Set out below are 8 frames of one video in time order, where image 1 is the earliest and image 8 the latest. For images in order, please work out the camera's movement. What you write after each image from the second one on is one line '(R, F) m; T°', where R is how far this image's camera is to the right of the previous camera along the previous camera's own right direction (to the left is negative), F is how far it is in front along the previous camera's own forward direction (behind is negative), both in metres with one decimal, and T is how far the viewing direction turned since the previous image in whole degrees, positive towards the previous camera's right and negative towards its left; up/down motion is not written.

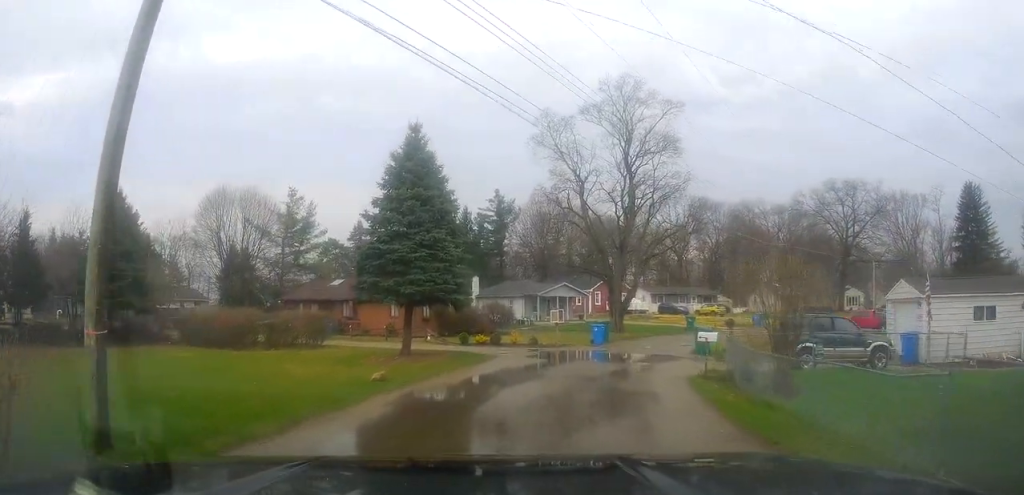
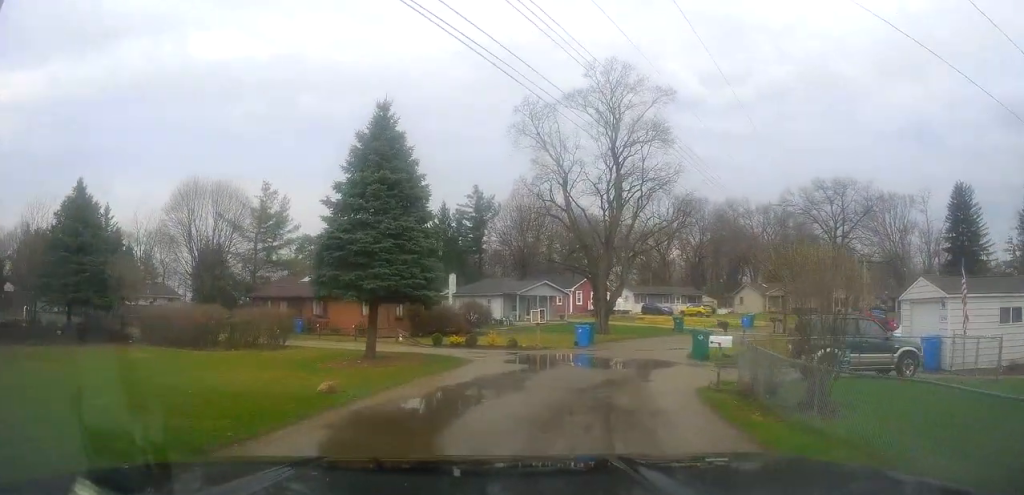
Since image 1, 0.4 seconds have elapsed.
(+0.1, +2.5) m; +3°
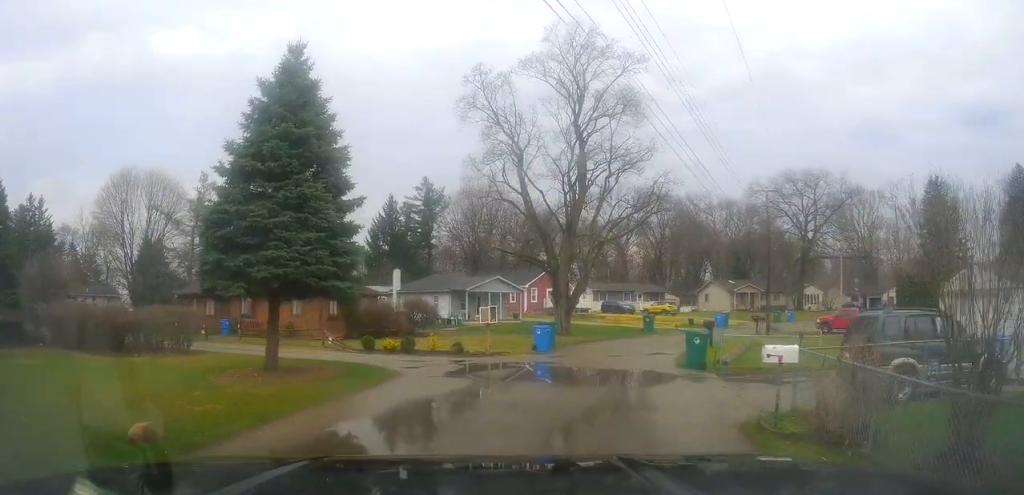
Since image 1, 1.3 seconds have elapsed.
(+0.2, +4.9) m; +5°
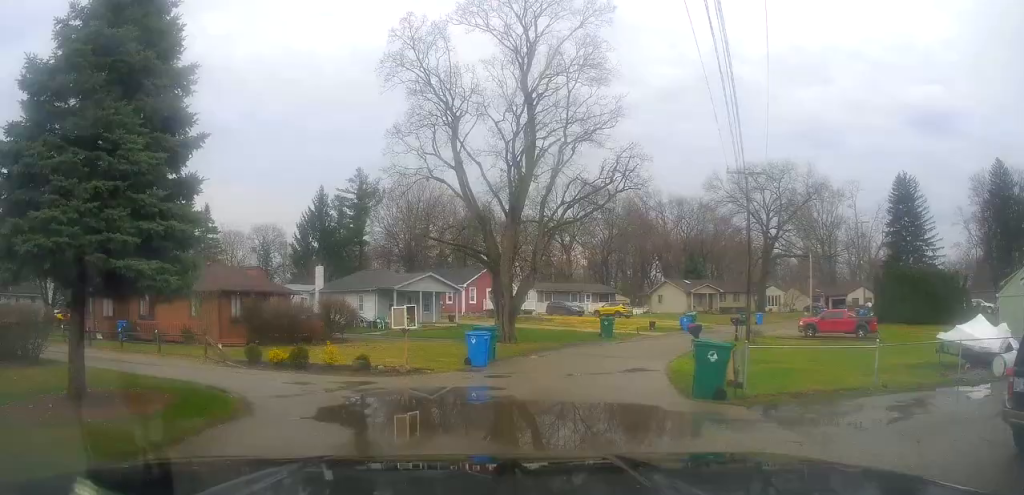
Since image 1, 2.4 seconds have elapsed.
(+0.3, +6.0) m; +4°
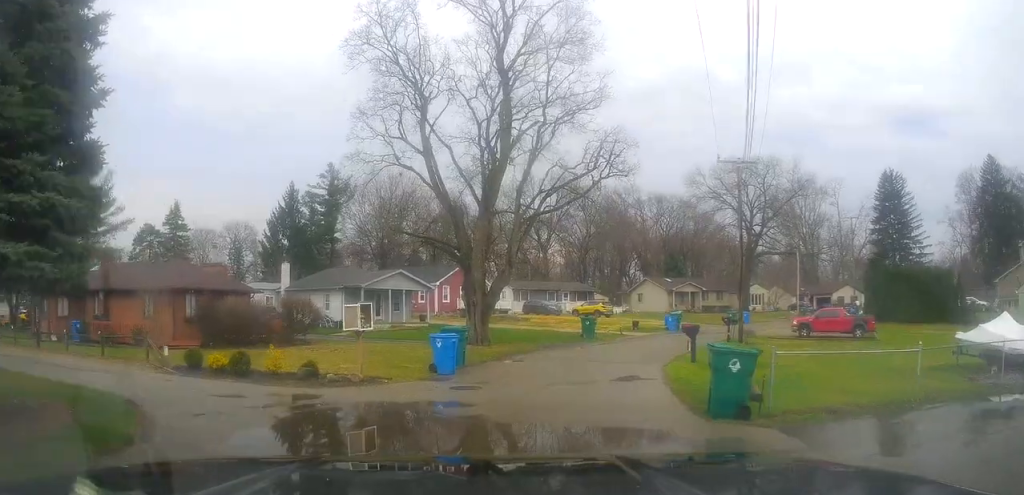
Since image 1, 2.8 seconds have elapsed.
(-0.3, +2.4) m; +4°
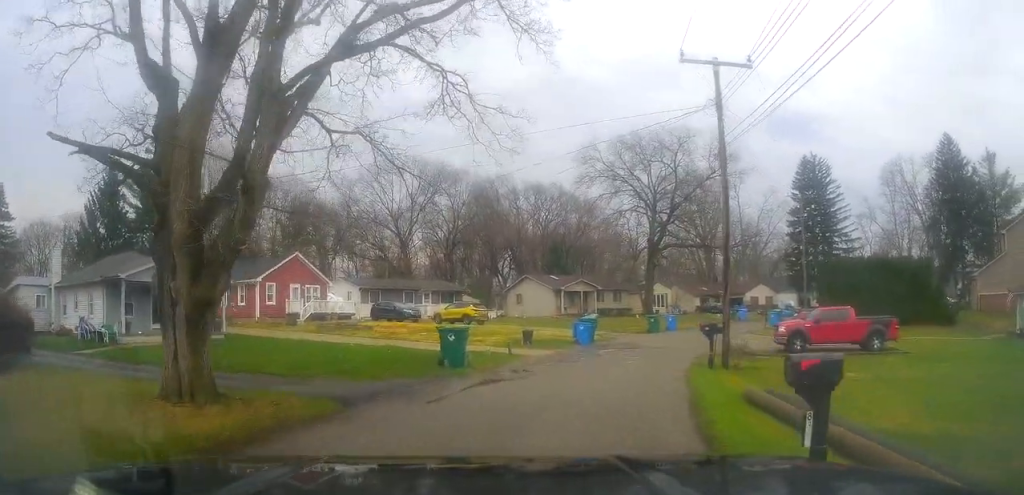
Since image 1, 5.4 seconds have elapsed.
(+2.8, +13.6) m; +14°
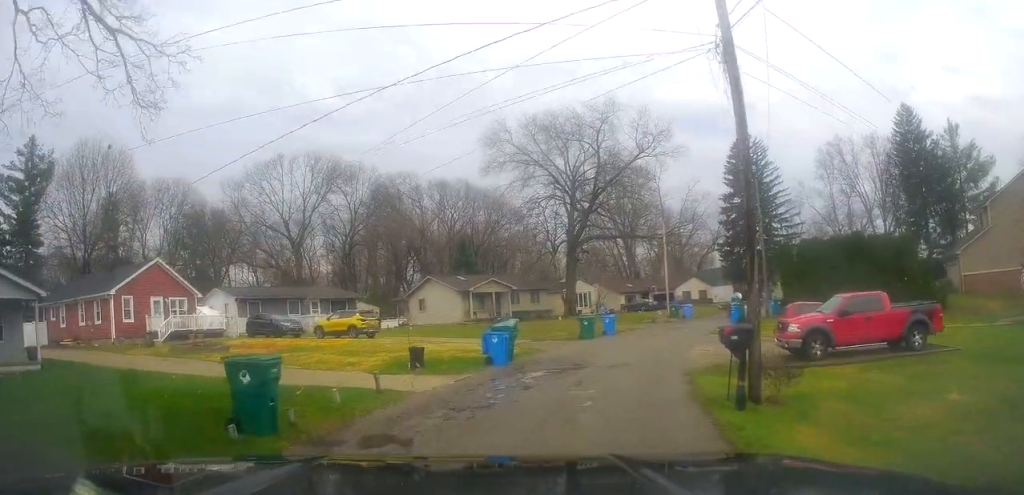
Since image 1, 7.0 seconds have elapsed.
(0.0, +7.9) m; +5°
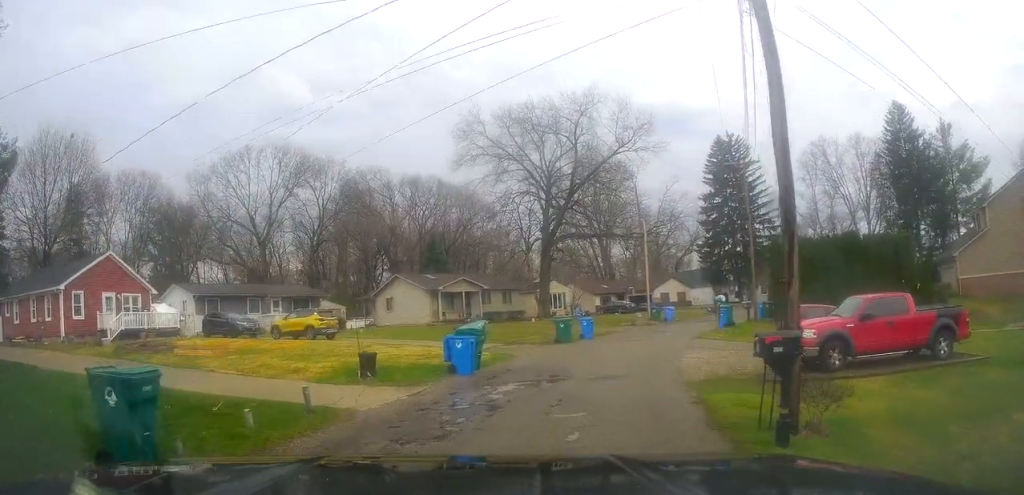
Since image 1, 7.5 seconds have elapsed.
(+0.2, +2.4) m; +5°
